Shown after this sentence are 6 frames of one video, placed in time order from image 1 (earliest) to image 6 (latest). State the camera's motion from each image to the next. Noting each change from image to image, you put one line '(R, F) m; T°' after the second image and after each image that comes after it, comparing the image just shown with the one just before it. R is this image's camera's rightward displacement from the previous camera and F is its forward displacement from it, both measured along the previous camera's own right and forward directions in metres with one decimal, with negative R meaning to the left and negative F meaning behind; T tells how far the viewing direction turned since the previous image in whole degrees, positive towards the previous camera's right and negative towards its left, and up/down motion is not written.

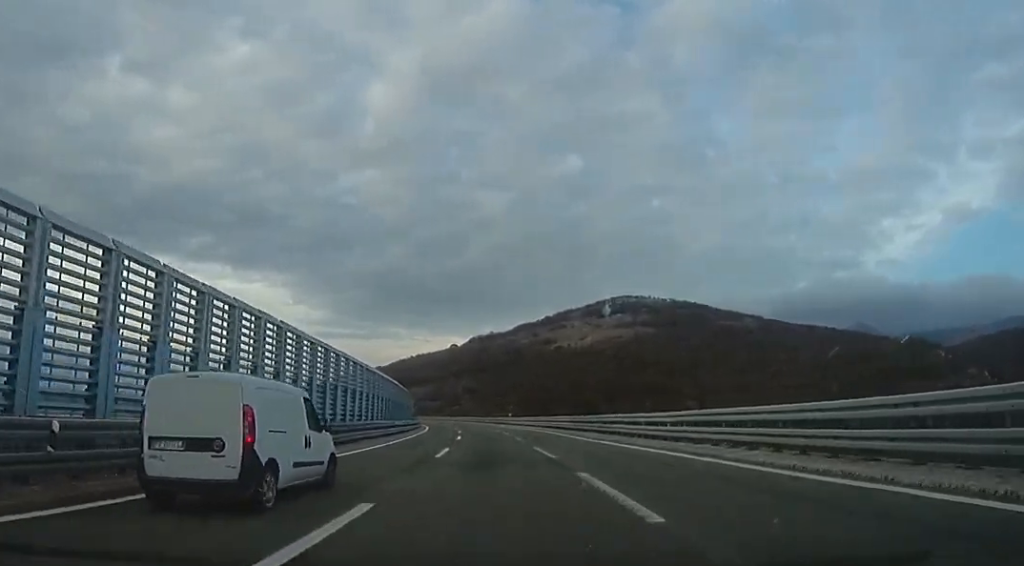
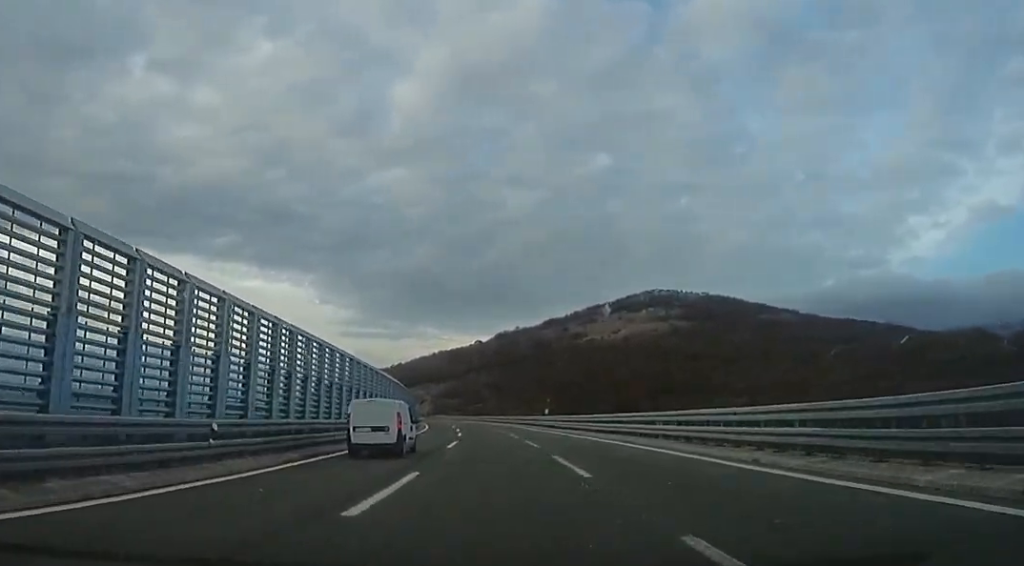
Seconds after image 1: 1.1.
(+0.6, +30.3) m; -2°
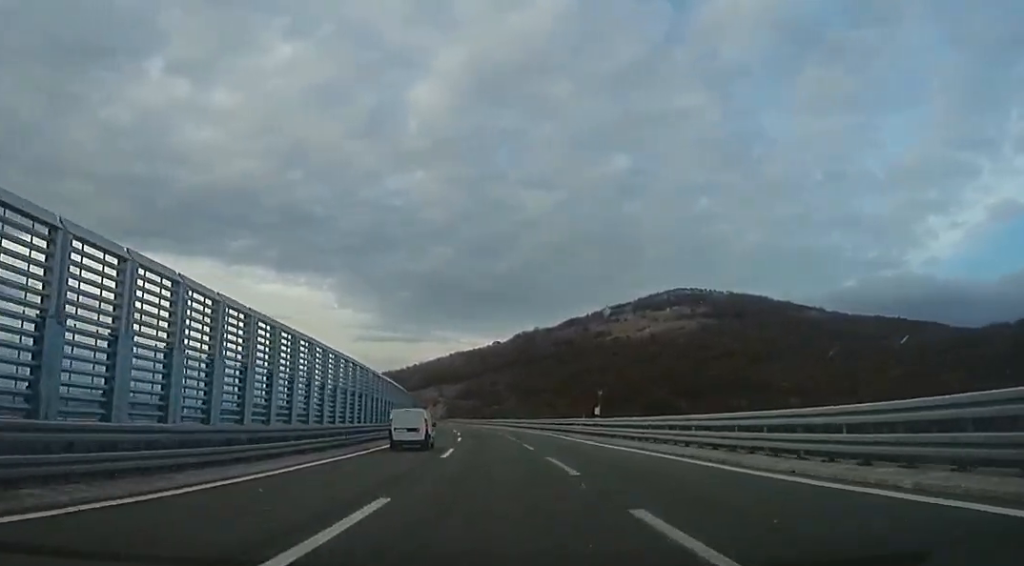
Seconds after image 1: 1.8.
(-1.2, +21.7) m; -4°
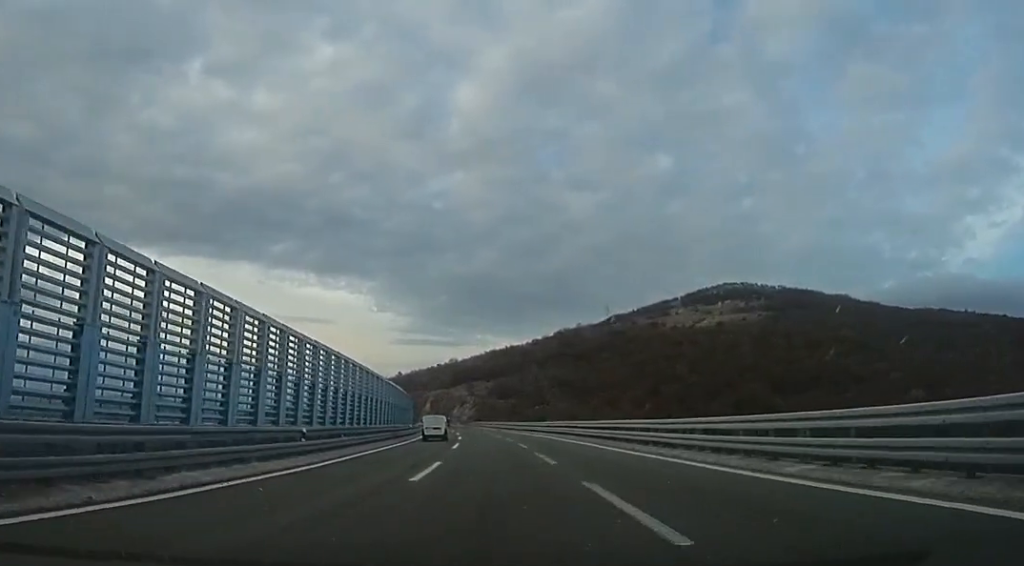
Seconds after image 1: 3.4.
(-2.0, +43.9) m; -3°
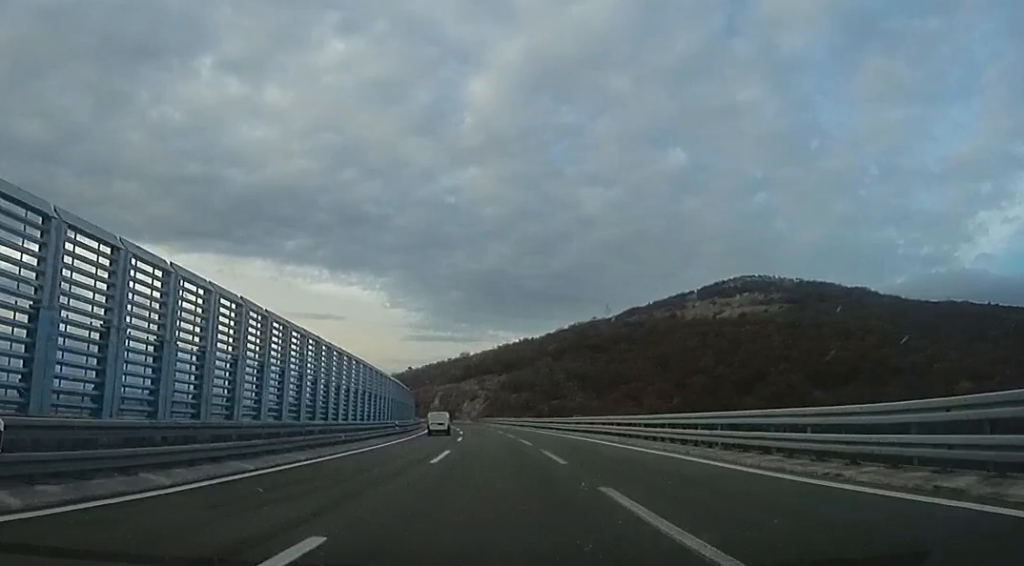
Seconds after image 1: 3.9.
(0.0, +14.0) m; 0°
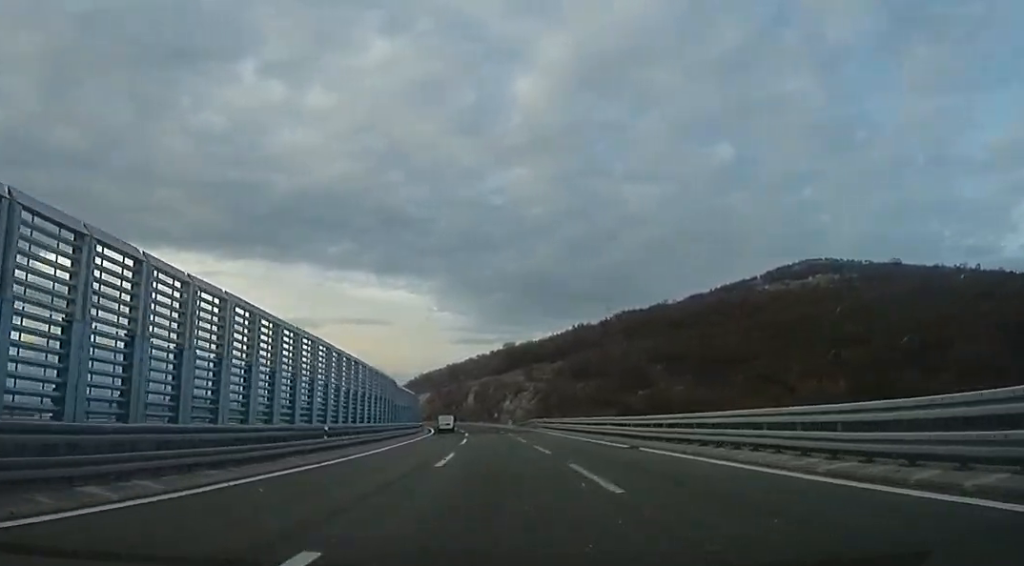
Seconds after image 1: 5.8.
(-2.2, +54.6) m; -6°
